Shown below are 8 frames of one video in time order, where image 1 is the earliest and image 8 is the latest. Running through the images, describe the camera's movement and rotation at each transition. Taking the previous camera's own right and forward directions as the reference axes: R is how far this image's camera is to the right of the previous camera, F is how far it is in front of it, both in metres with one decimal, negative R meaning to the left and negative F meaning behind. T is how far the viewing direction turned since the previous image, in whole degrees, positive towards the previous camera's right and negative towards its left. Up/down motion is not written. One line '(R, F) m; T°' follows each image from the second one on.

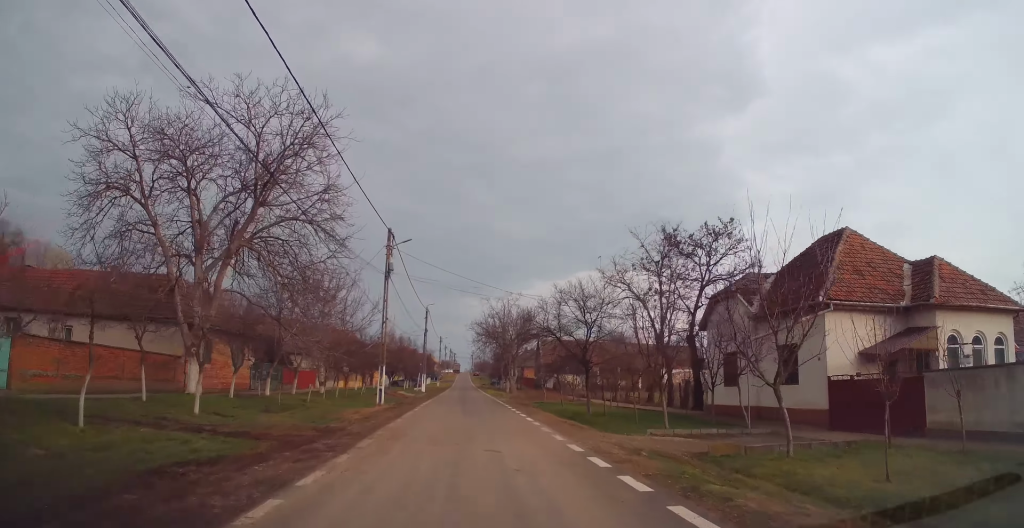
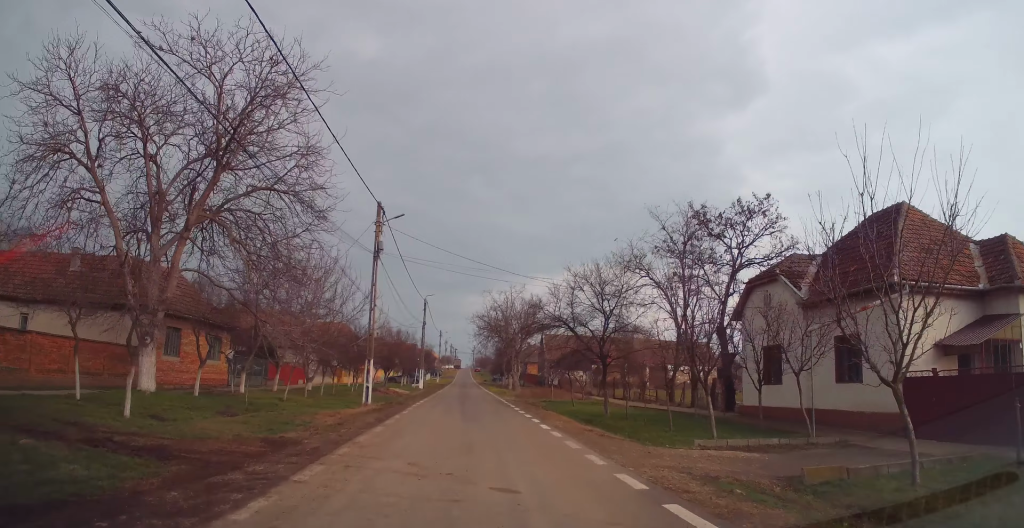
(+0.2, +3.3) m; +1°
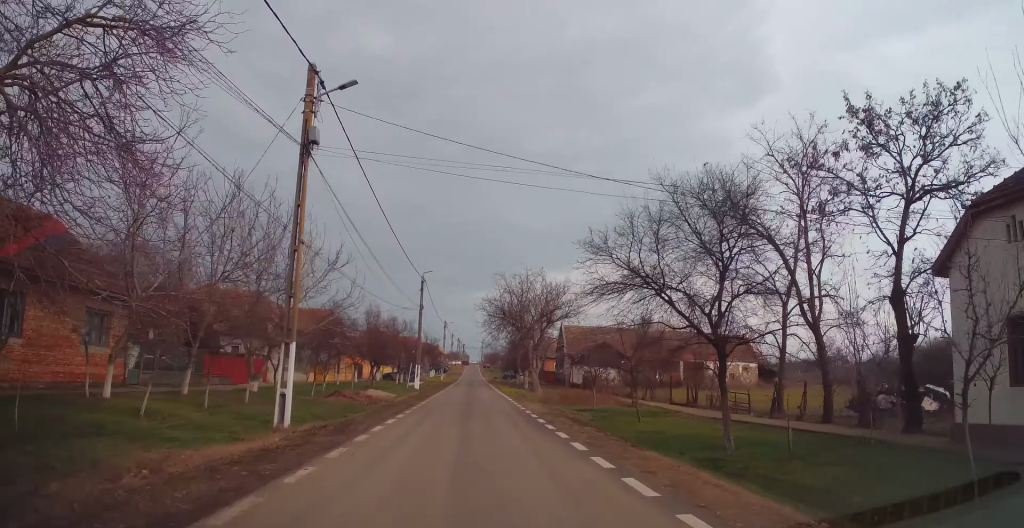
(-0.5, +11.5) m; -3°
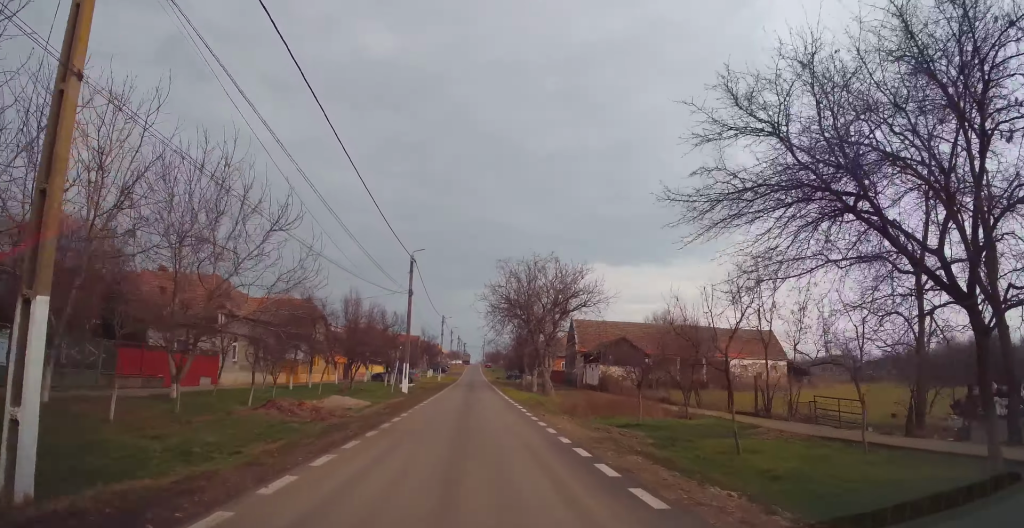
(0.0, +8.3) m; 0°
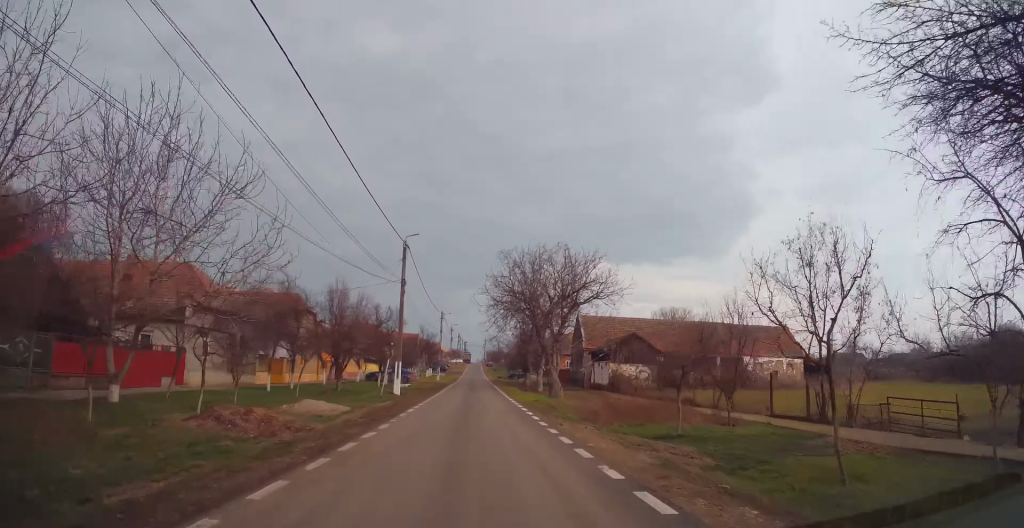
(0.0, +4.1) m; 0°
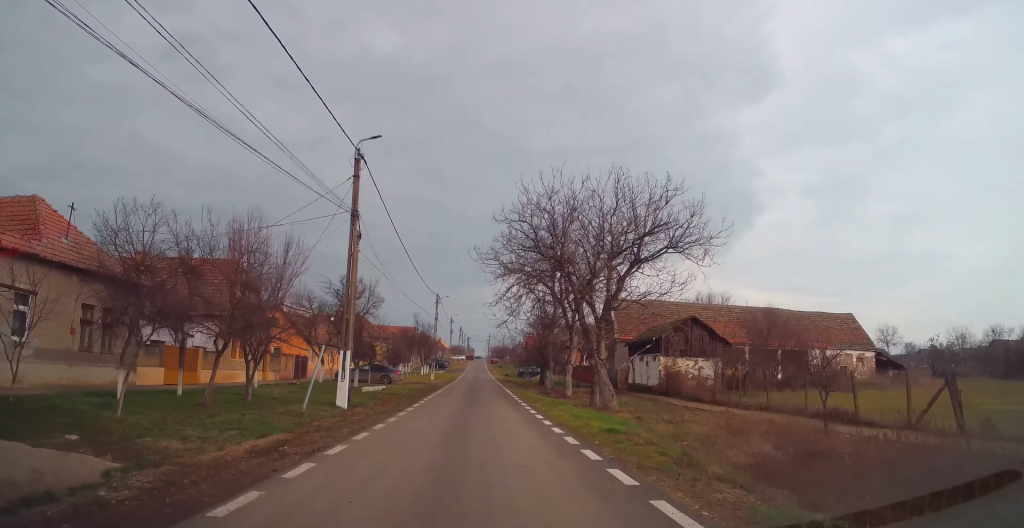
(+0.1, +14.0) m; 0°
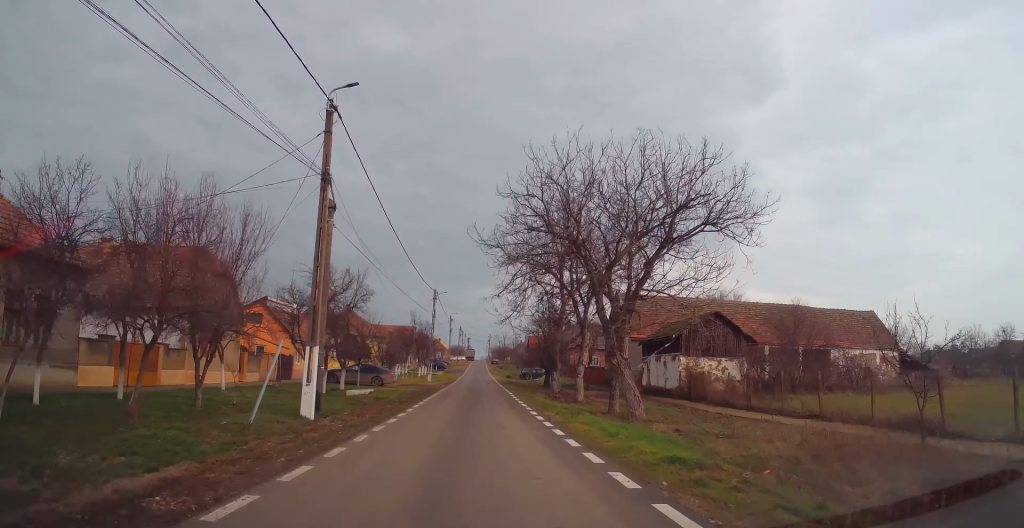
(+0.1, +3.8) m; -1°
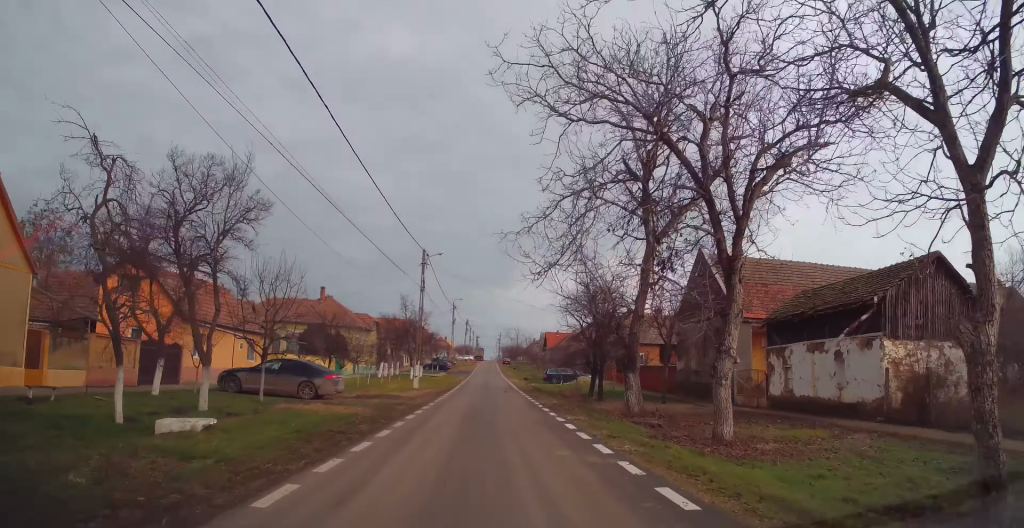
(+0.2, +18.5) m; +1°
